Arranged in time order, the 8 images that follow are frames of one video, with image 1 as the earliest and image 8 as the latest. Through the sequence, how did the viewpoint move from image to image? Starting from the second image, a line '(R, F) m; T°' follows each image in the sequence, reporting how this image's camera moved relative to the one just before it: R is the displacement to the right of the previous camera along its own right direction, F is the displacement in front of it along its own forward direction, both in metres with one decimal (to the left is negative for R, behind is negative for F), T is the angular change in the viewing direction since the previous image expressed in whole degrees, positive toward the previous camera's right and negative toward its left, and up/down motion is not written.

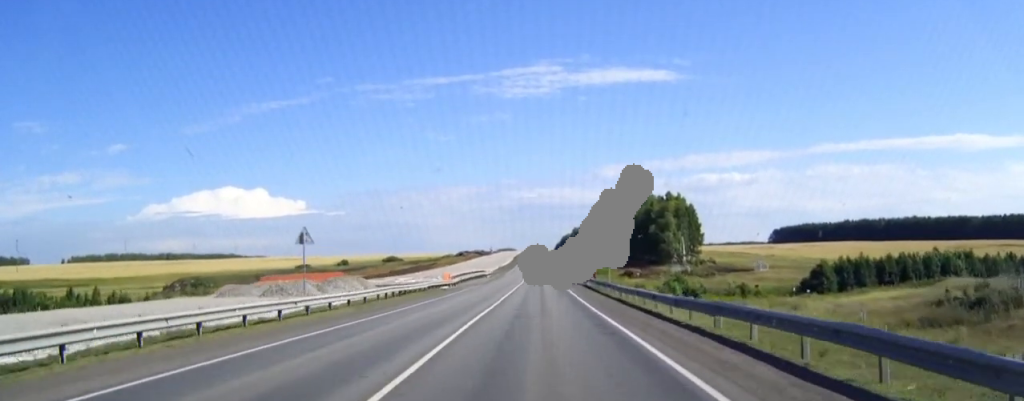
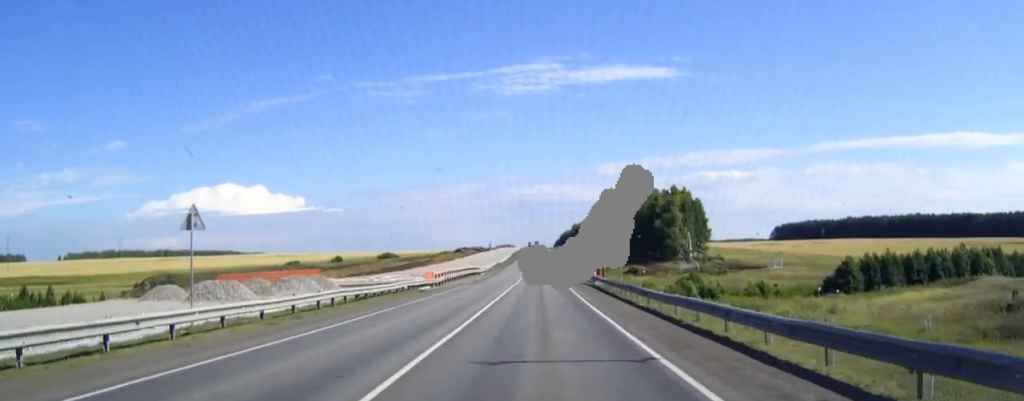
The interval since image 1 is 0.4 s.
(0.0, +10.2) m; 0°
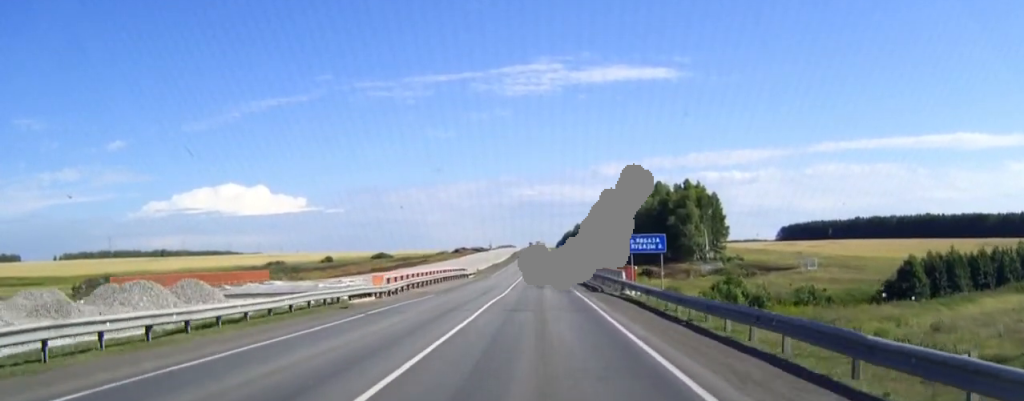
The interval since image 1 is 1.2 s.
(0.0, +18.9) m; 0°
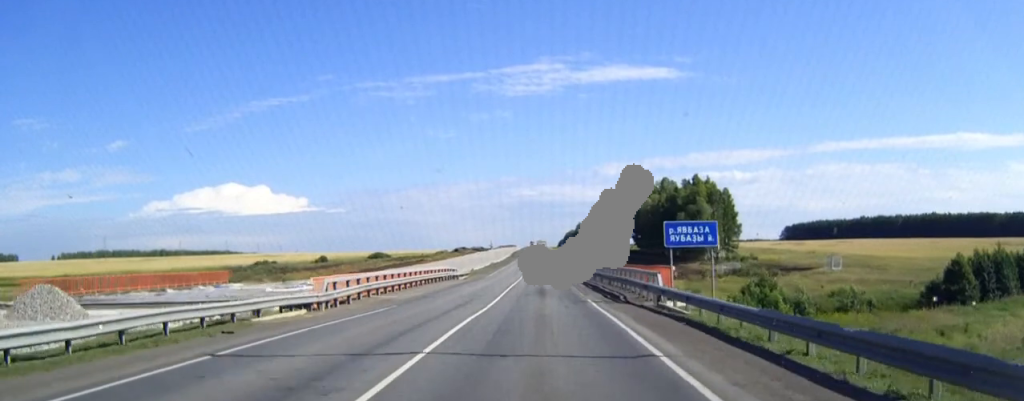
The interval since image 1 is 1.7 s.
(0.0, +11.1) m; 0°
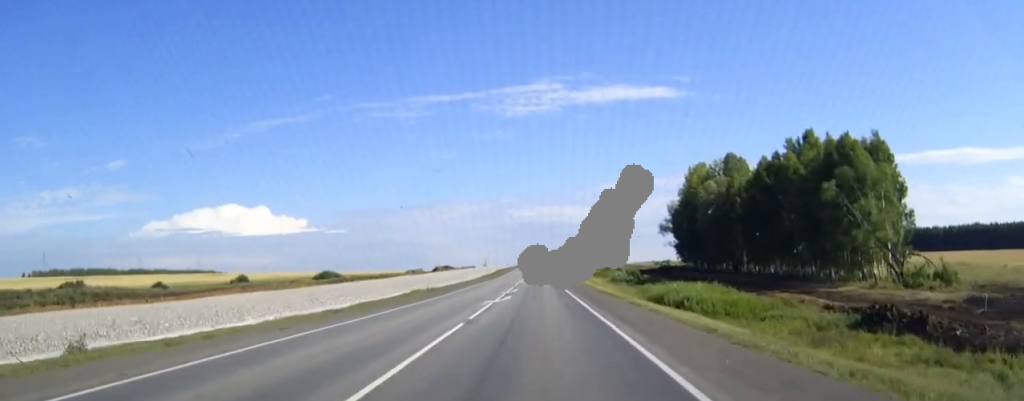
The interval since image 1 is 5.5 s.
(0.0, +91.1) m; 0°
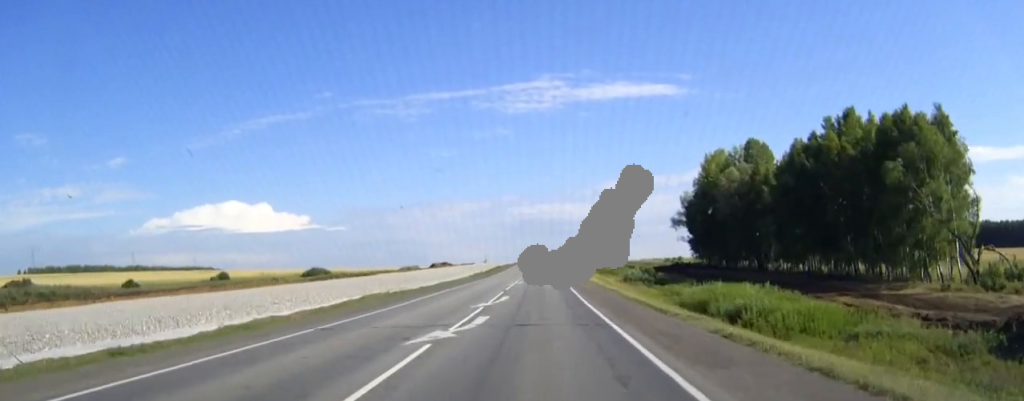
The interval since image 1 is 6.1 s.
(0.0, +16.4) m; 0°
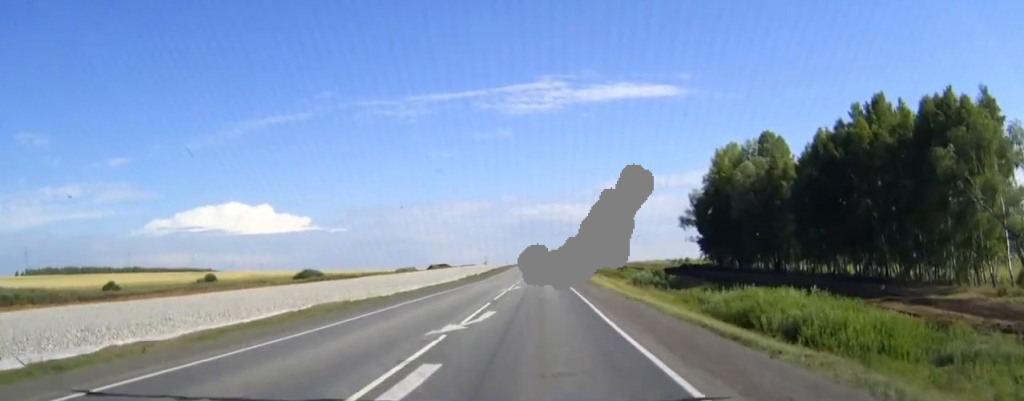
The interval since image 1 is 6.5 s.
(0.0, +9.9) m; 0°
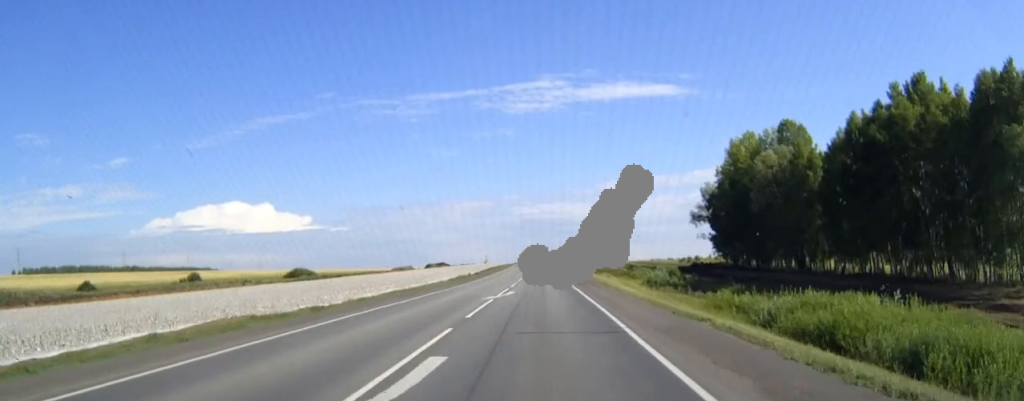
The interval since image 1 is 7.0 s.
(0.0, +11.6) m; 0°
